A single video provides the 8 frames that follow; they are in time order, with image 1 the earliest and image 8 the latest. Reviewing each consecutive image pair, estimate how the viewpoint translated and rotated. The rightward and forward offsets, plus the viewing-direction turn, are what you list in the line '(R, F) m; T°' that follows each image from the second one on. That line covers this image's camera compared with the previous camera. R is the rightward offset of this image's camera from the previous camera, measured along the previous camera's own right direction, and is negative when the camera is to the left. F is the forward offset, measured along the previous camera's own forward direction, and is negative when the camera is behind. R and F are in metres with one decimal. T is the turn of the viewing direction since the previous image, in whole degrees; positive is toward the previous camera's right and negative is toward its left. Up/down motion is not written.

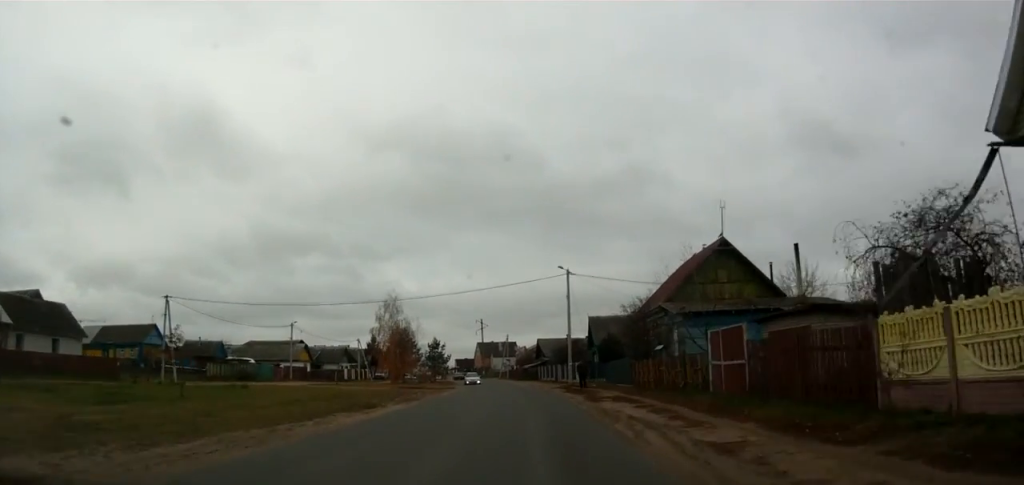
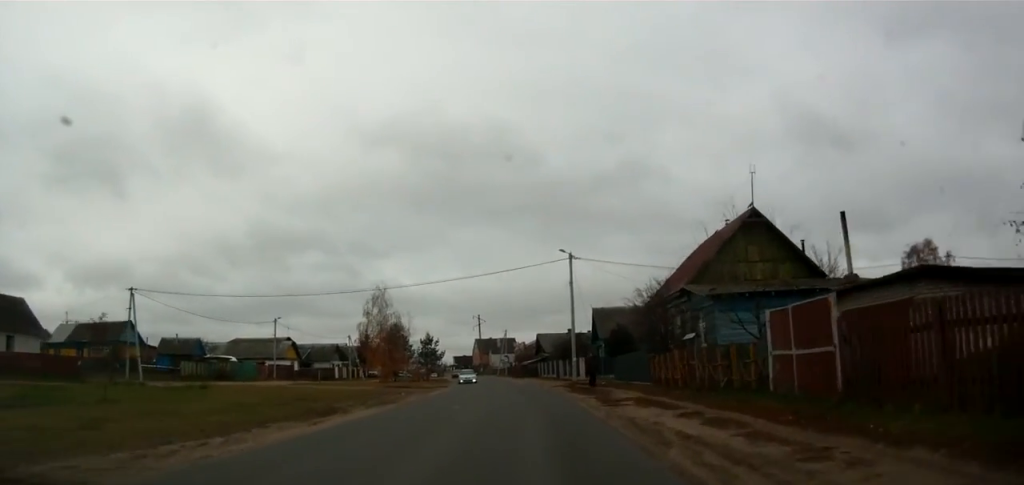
(0.0, +5.3) m; 0°
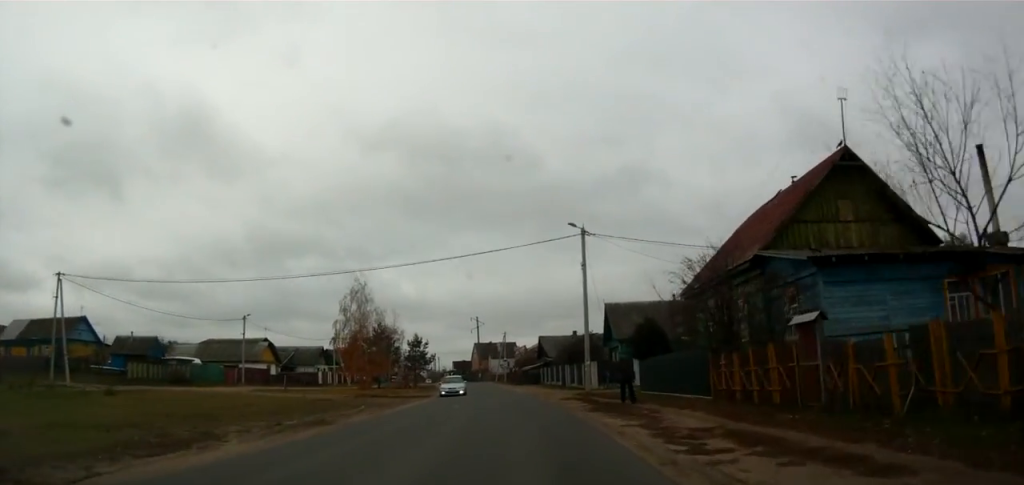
(+0.4, +9.2) m; 0°
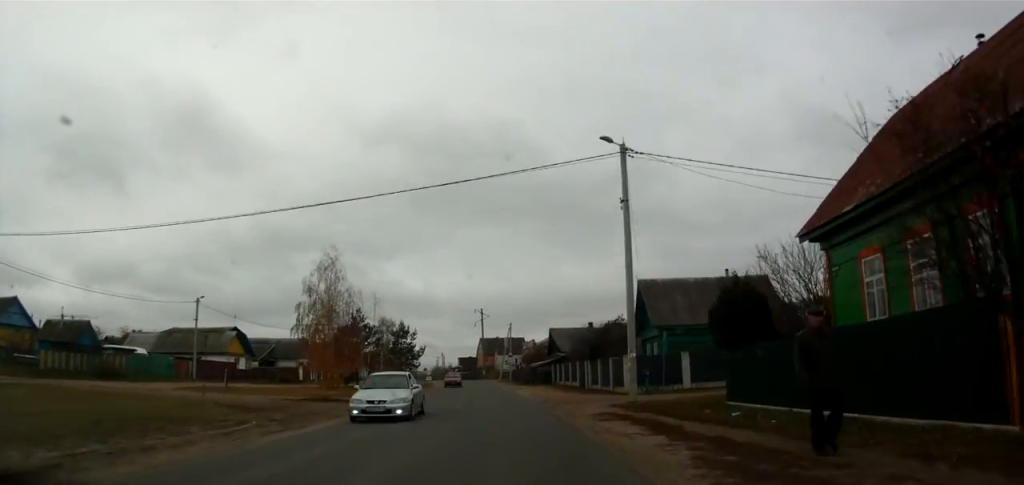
(-0.5, +12.5) m; 0°
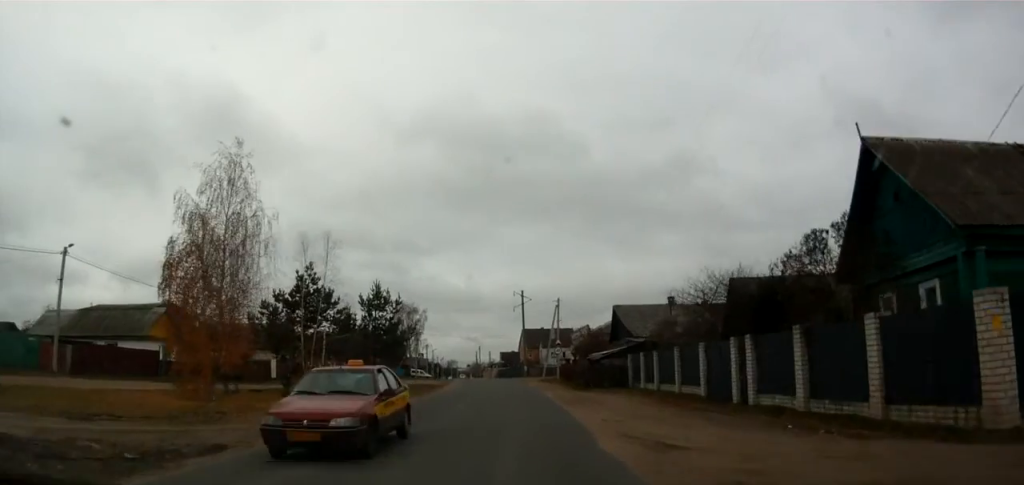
(-0.2, +24.6) m; -3°
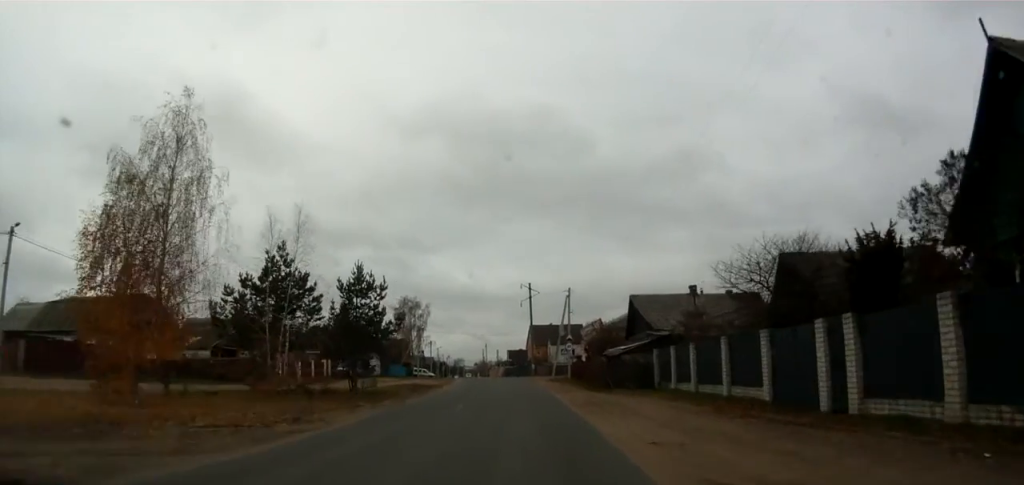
(0.0, +5.4) m; -1°
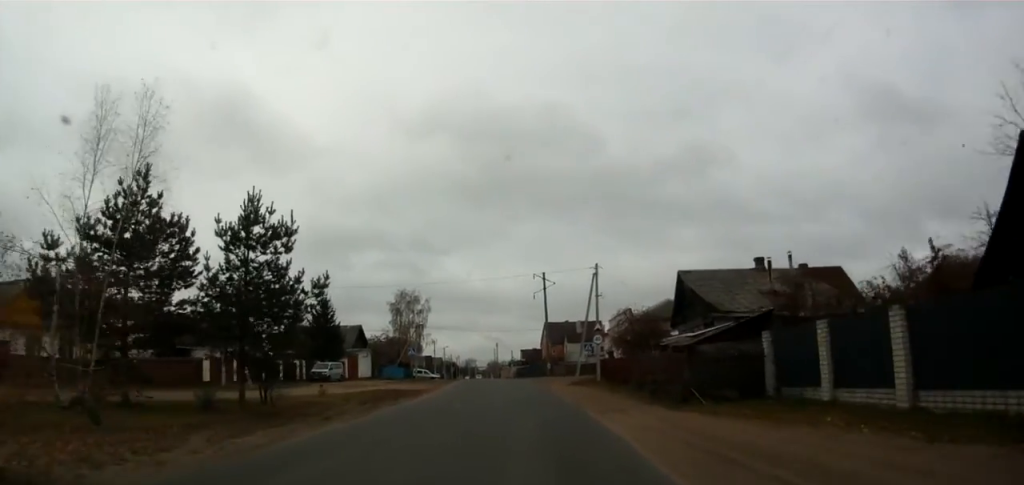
(-0.2, +13.2) m; -2°
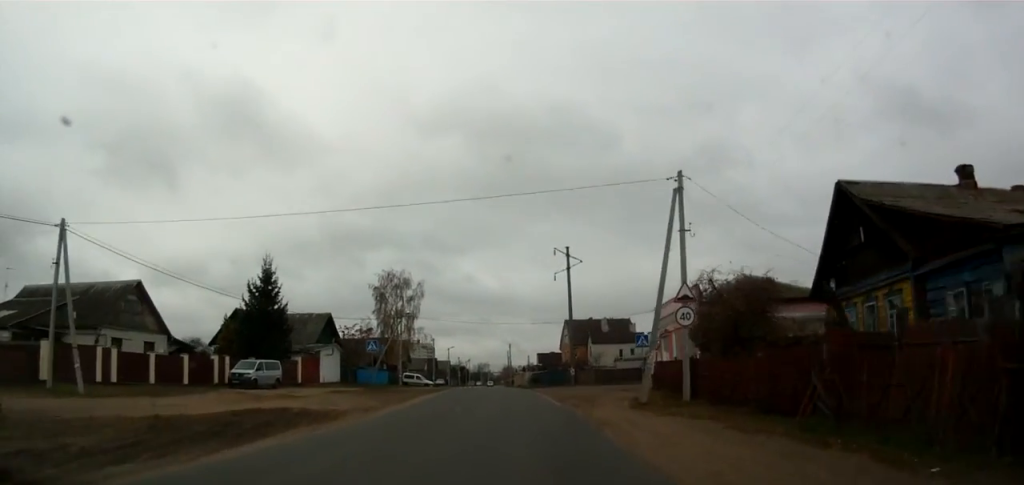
(-0.1, +20.0) m; 0°
